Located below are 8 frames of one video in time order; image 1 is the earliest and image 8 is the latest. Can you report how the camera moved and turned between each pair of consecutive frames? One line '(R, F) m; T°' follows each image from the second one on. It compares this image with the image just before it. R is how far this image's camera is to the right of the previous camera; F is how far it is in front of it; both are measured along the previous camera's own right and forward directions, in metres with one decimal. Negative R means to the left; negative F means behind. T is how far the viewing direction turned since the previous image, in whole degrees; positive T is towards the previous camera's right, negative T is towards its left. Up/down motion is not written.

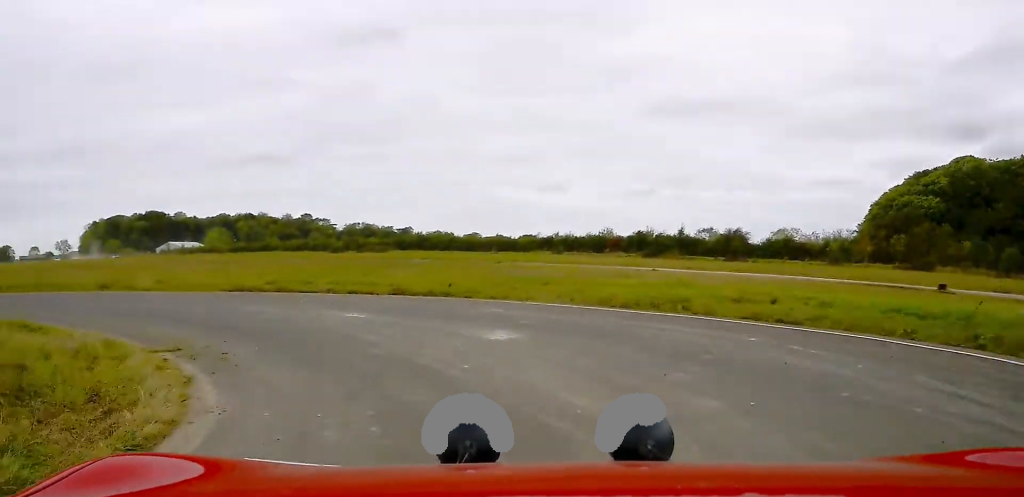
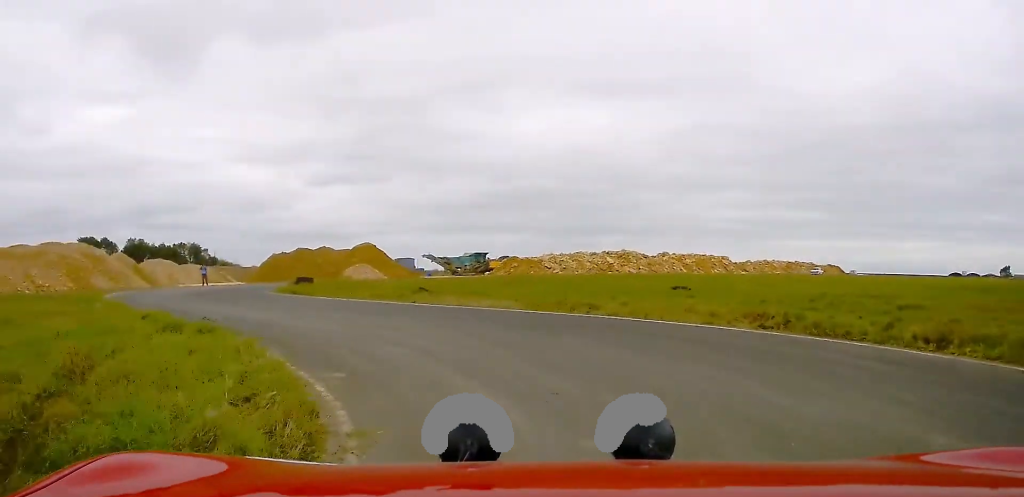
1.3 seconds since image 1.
(-5.9, +11.7) m; -56°
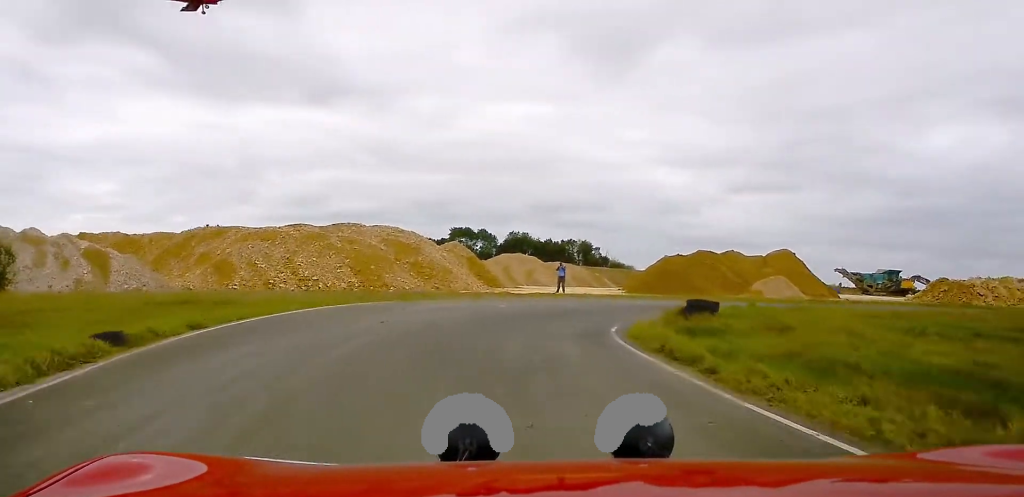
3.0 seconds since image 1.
(-9.1, +15.7) m; -39°
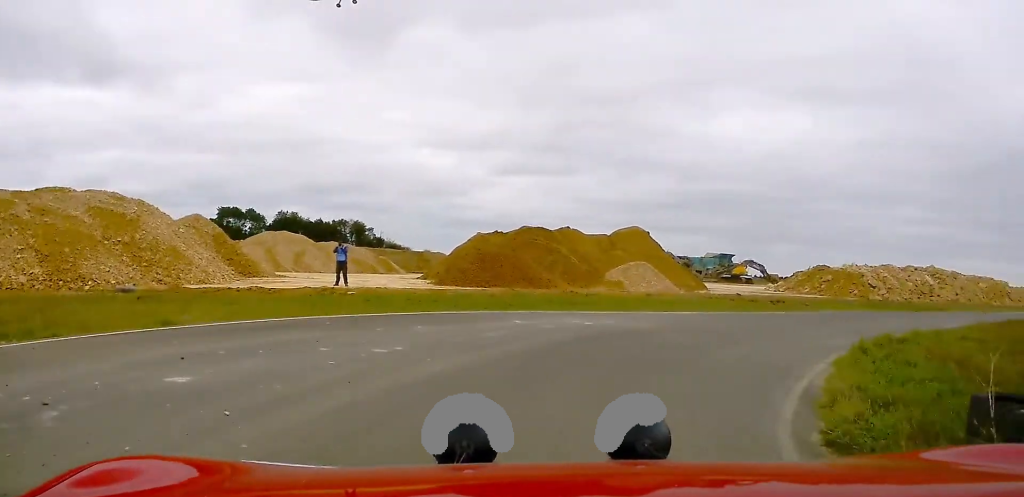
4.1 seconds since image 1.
(+0.3, +15.3) m; +13°
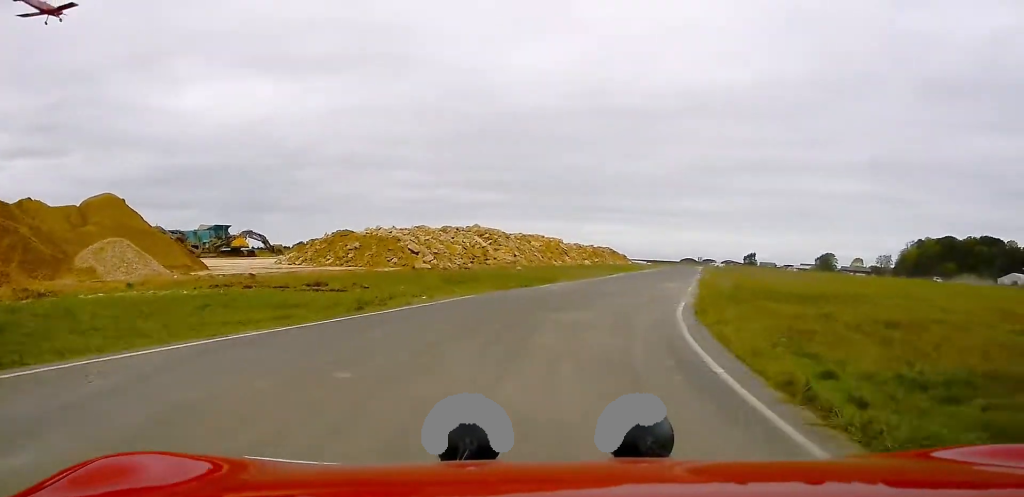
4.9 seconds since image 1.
(+1.6, +11.7) m; +20°
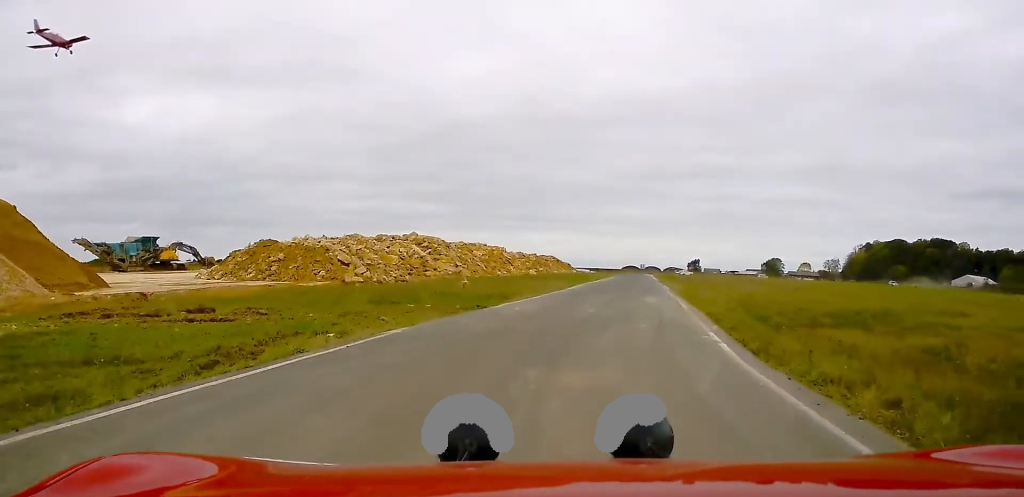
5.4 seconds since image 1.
(+1.0, +5.9) m; +9°
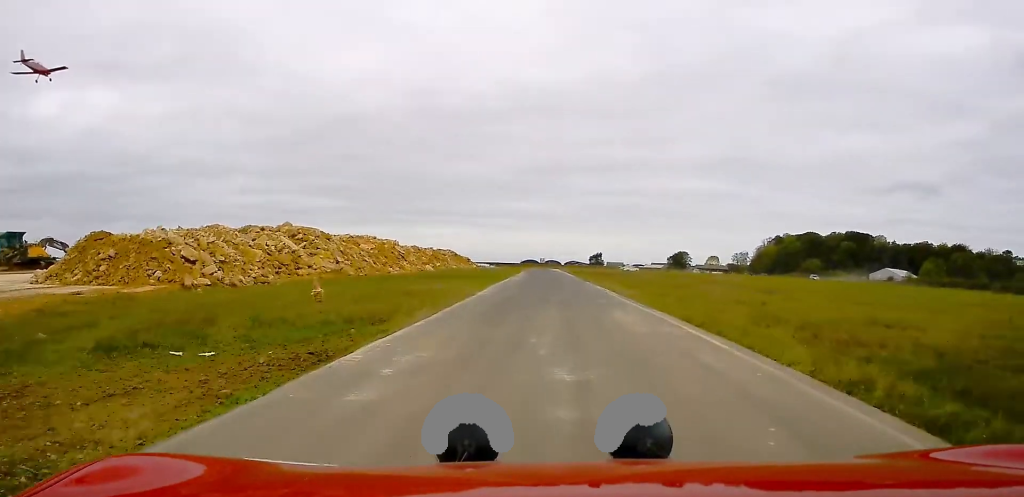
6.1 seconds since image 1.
(+1.4, +10.4) m; +11°
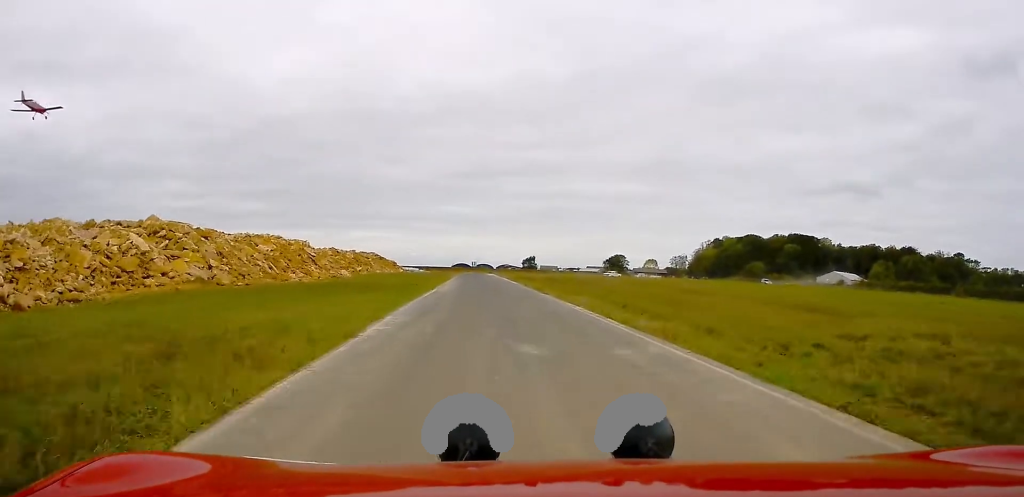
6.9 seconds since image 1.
(+1.1, +14.1) m; +6°
